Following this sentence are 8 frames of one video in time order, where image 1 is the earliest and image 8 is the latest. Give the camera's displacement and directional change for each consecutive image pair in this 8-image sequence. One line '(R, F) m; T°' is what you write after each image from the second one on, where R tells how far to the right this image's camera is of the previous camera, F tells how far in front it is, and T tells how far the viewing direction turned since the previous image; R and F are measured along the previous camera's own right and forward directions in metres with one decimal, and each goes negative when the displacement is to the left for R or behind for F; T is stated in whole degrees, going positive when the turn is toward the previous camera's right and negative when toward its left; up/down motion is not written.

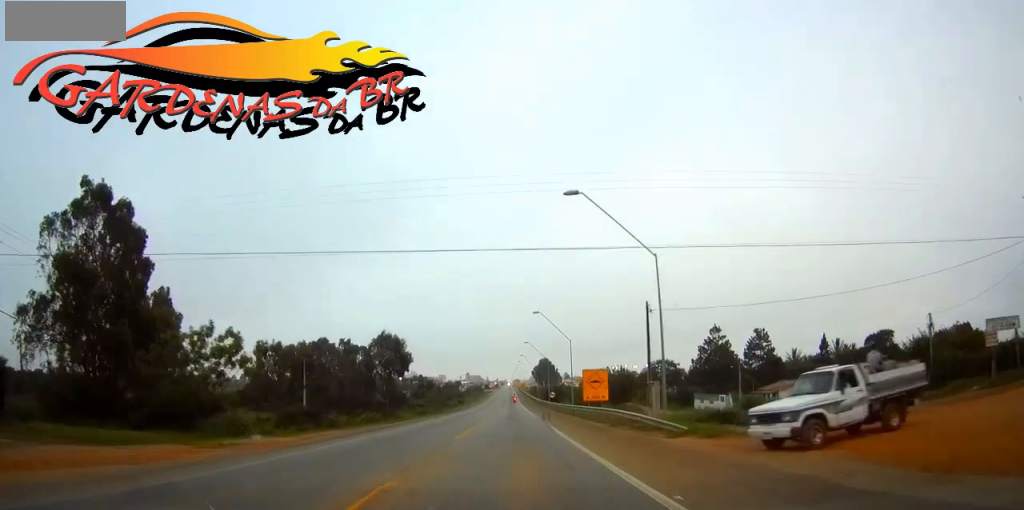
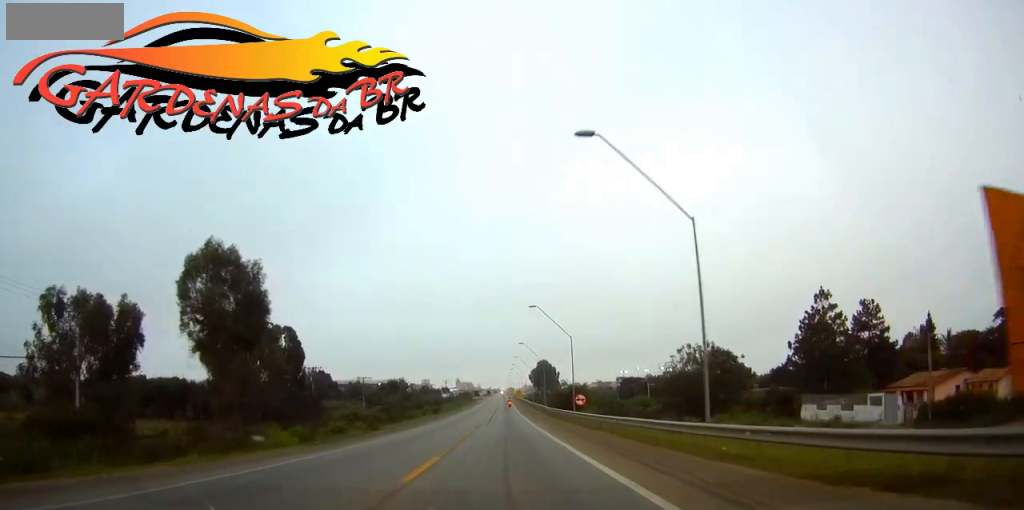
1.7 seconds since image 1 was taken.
(-0.1, +46.6) m; 0°
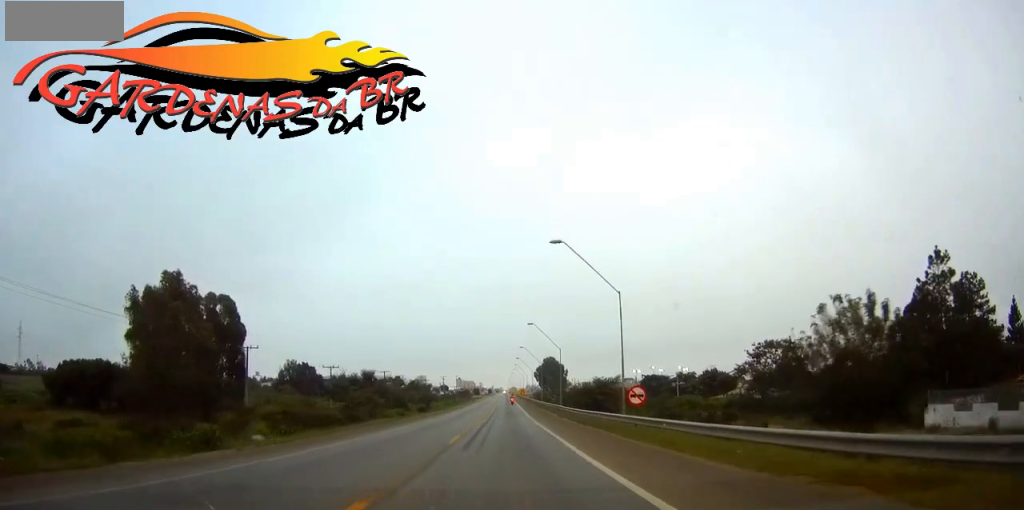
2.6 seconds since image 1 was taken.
(0.0, +24.3) m; 0°
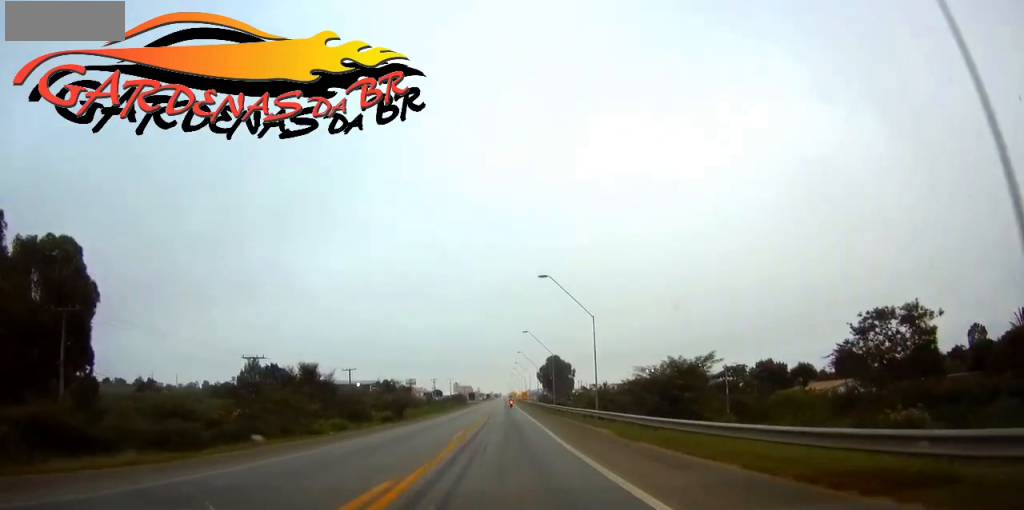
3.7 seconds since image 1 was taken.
(+0.1, +30.2) m; 0°
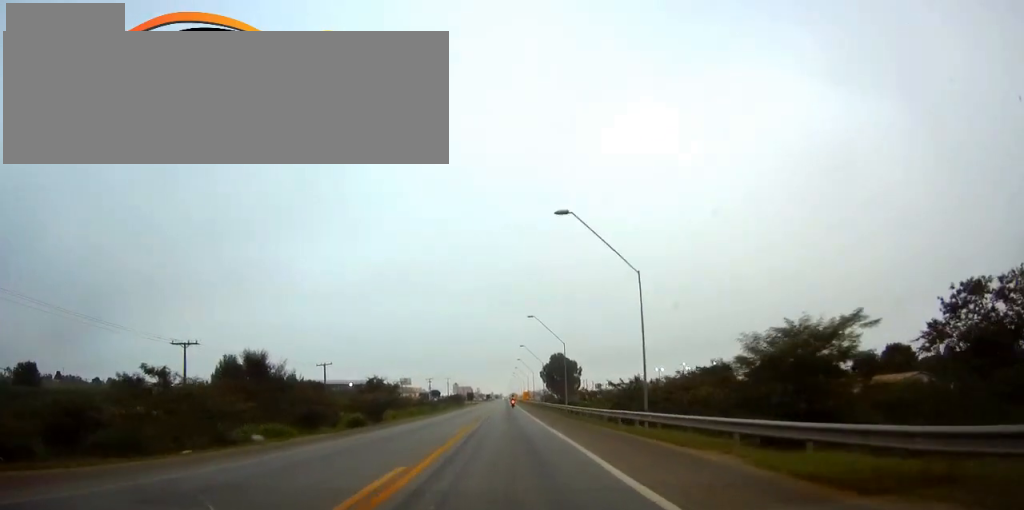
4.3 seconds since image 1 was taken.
(0.0, +15.7) m; 0°
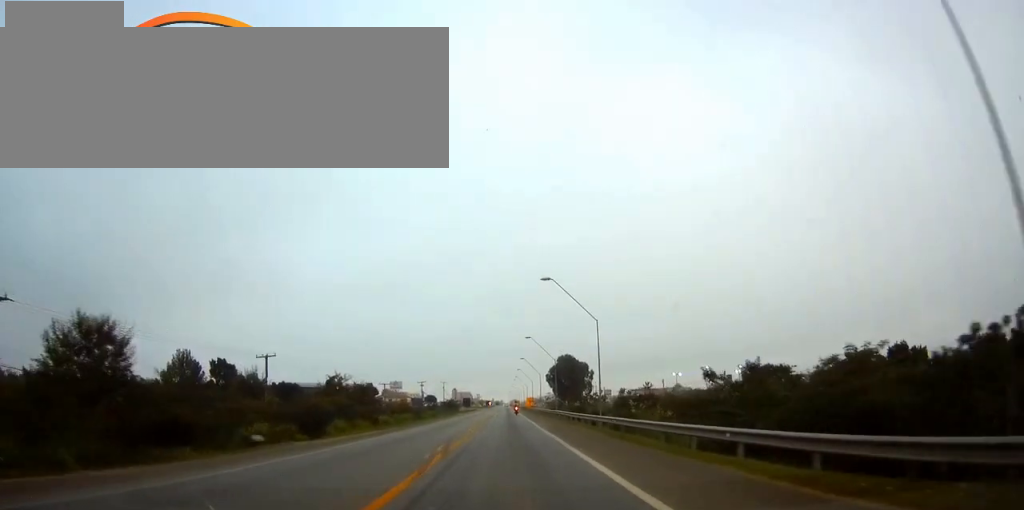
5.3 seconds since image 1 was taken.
(+0.1, +23.8) m; 0°
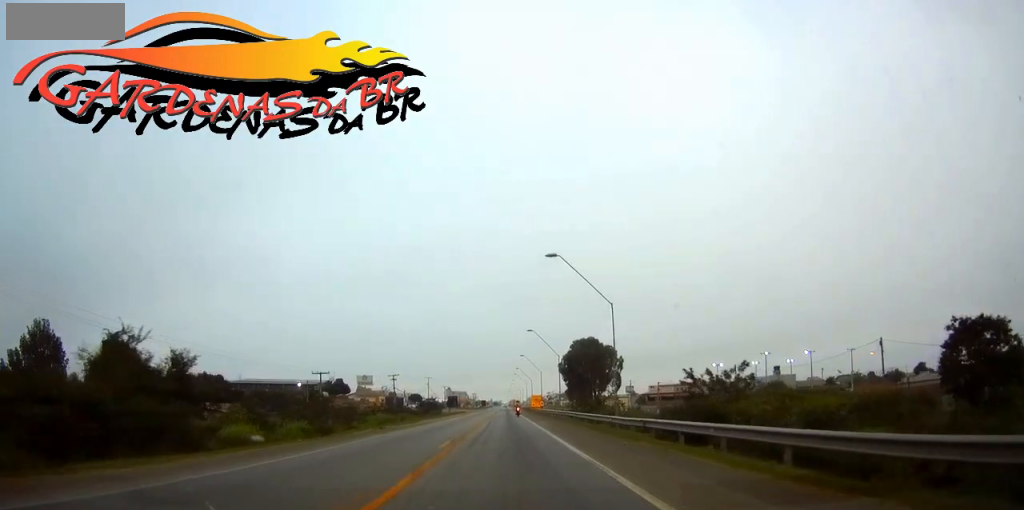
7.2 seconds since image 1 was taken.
(0.0, +45.9) m; 0°
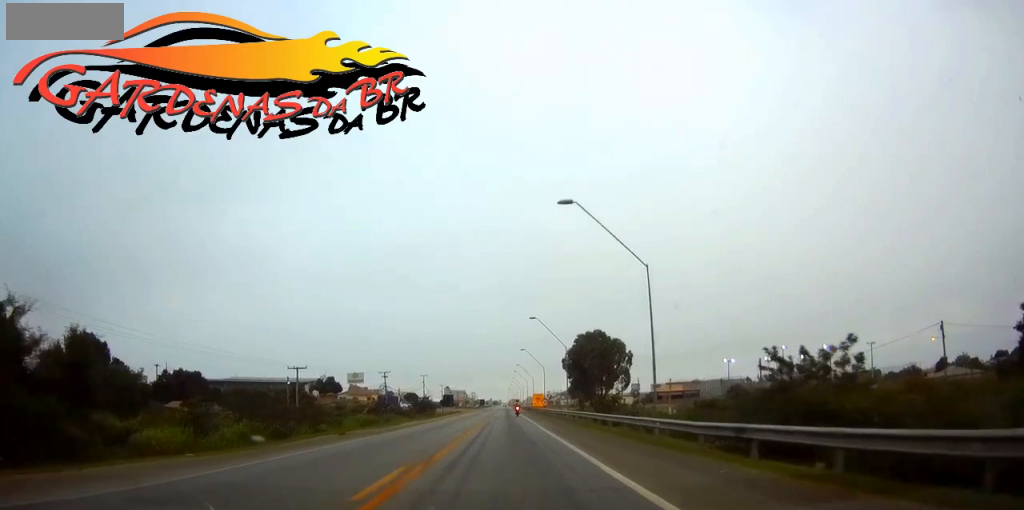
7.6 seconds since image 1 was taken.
(0.0, +10.0) m; 0°
